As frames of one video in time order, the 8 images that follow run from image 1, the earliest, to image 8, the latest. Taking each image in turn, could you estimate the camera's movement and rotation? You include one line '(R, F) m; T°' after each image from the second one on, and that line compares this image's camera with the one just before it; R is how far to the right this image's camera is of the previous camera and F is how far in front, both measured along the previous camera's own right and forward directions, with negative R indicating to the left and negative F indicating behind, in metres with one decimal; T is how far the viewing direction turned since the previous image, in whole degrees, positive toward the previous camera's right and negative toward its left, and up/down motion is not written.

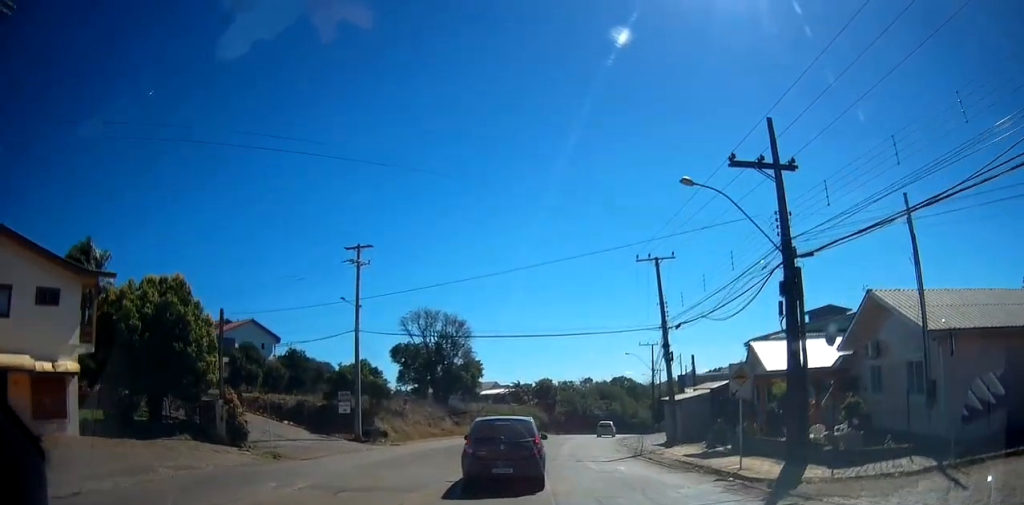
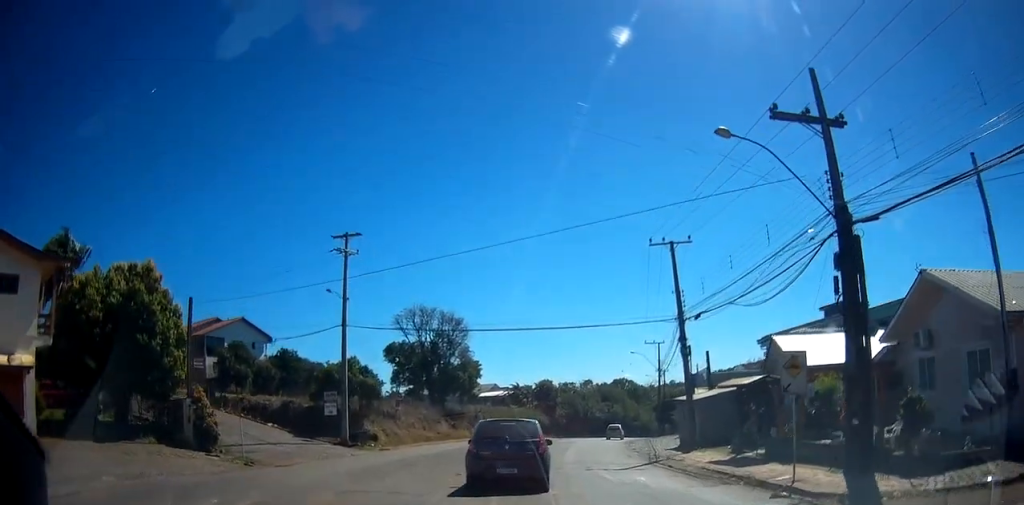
(0.0, +3.8) m; -1°
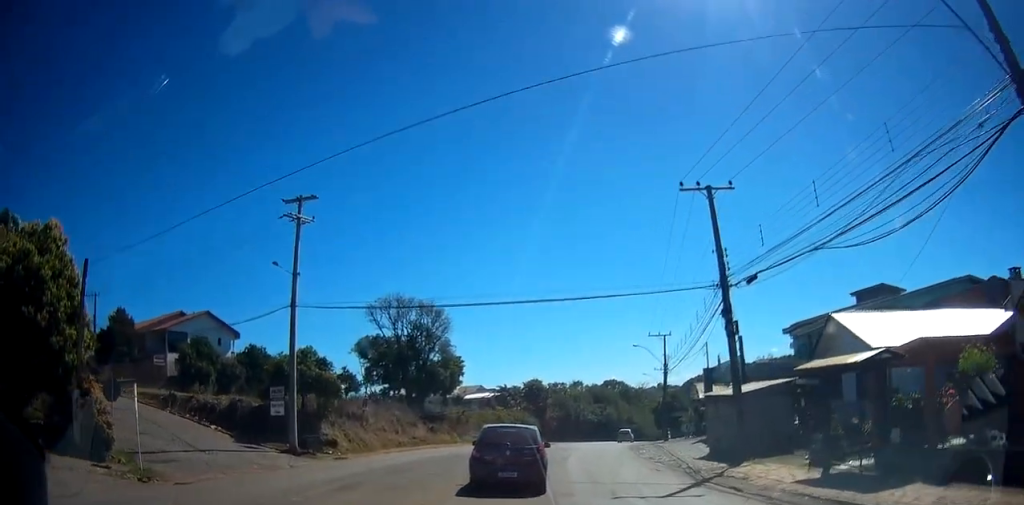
(-0.2, +7.8) m; -2°
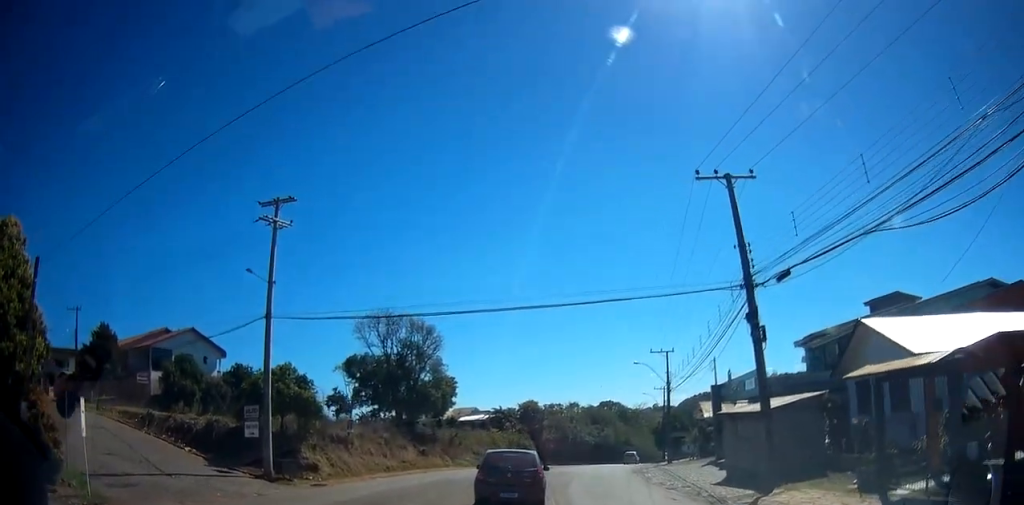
(0.0, +2.6) m; 0°
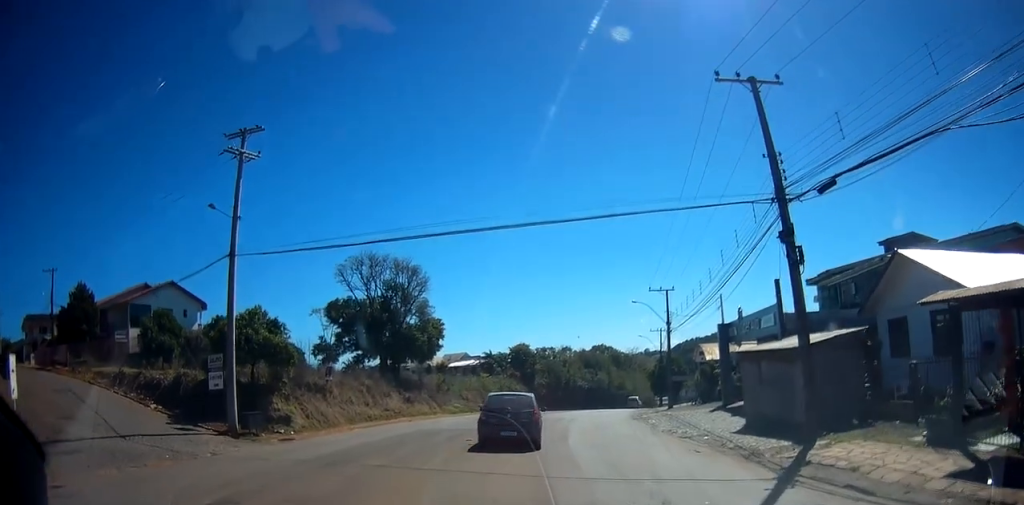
(0.0, +2.3) m; 0°
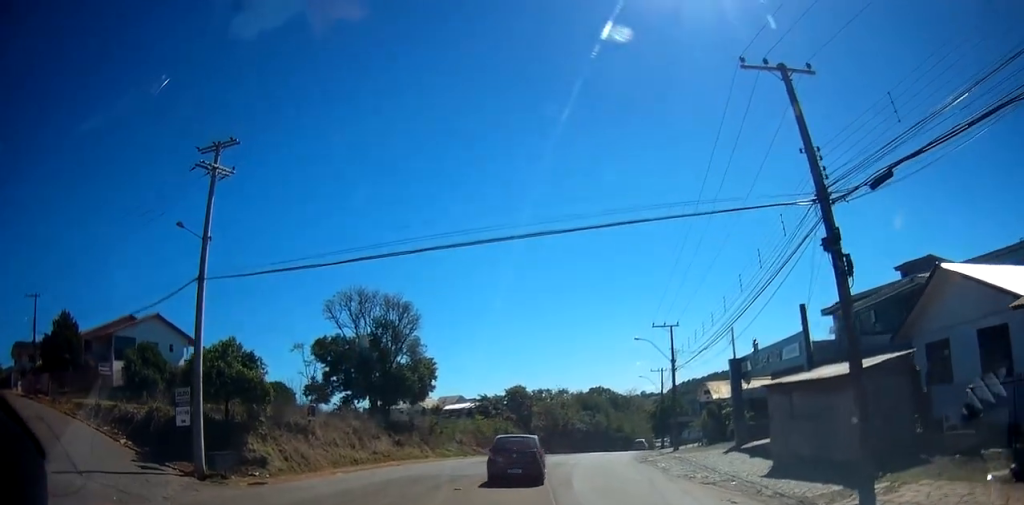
(0.0, +2.1) m; +1°
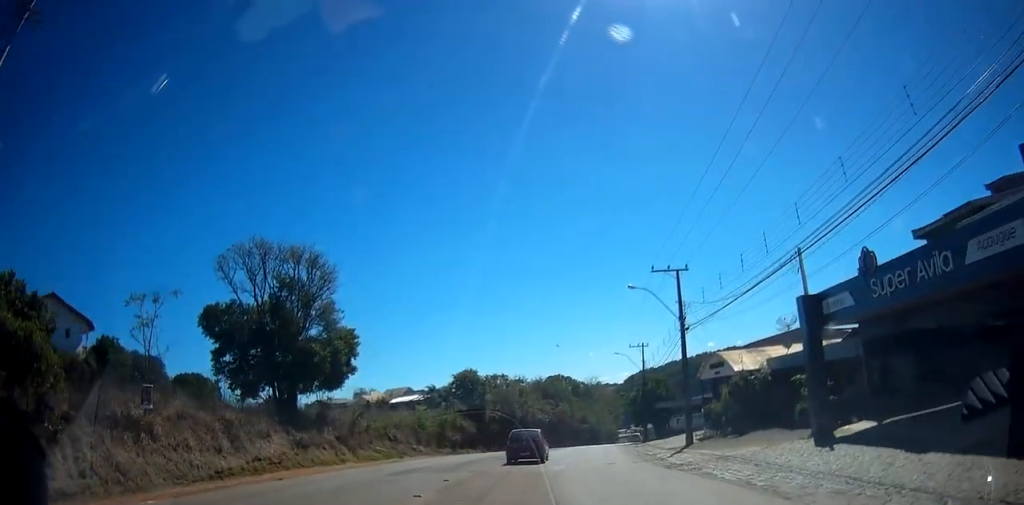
(+0.7, +9.9) m; +9°
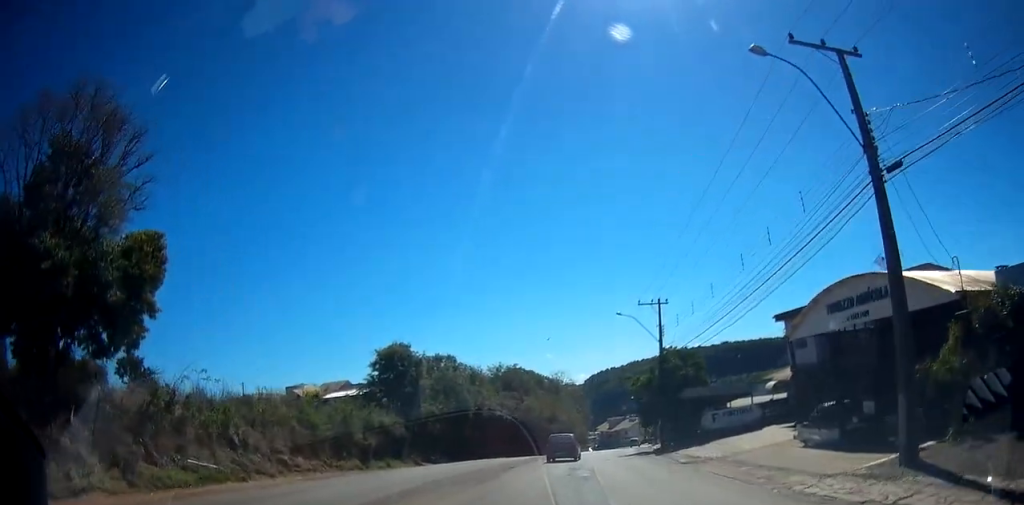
(+0.8, +16.5) m; +1°
